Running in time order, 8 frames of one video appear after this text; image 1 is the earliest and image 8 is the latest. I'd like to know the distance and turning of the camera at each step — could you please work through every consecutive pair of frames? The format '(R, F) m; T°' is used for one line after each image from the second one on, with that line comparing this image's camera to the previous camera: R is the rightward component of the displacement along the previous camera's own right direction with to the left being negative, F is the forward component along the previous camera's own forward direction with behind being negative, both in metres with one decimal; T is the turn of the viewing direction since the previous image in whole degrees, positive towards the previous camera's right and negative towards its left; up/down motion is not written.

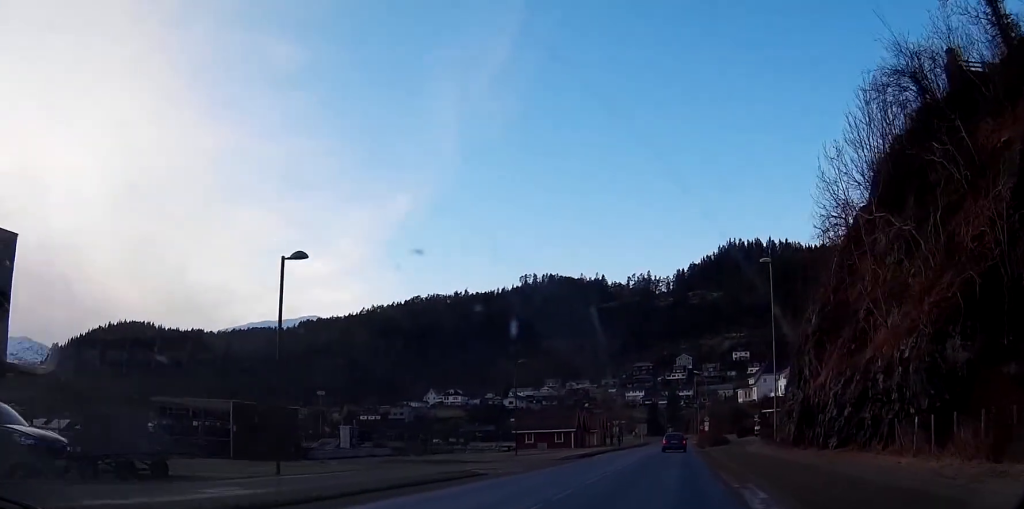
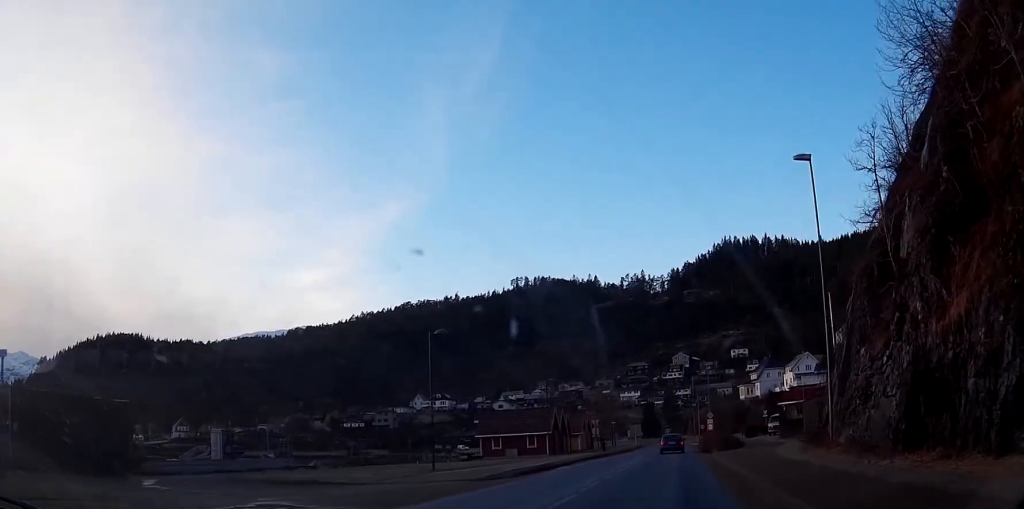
(+0.1, +17.1) m; +1°
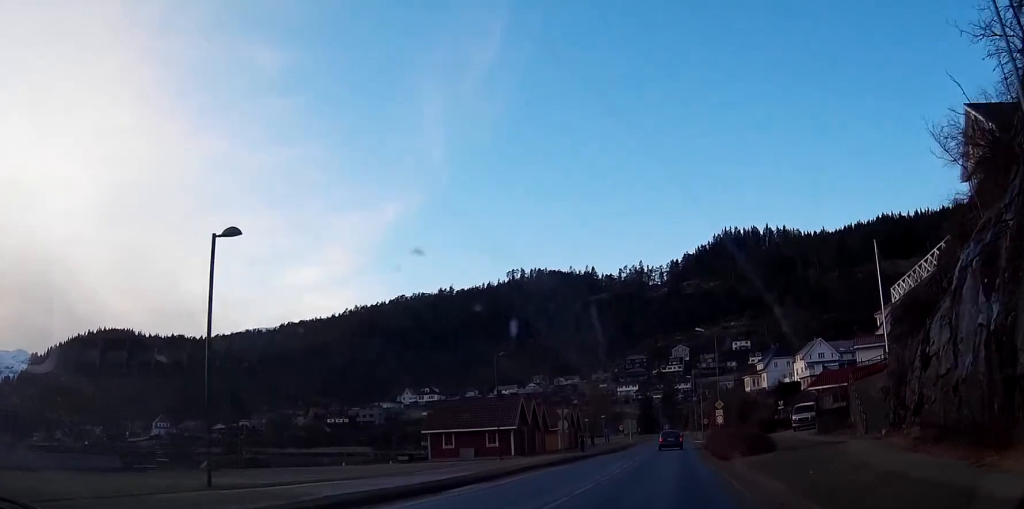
(+0.1, +17.5) m; 0°
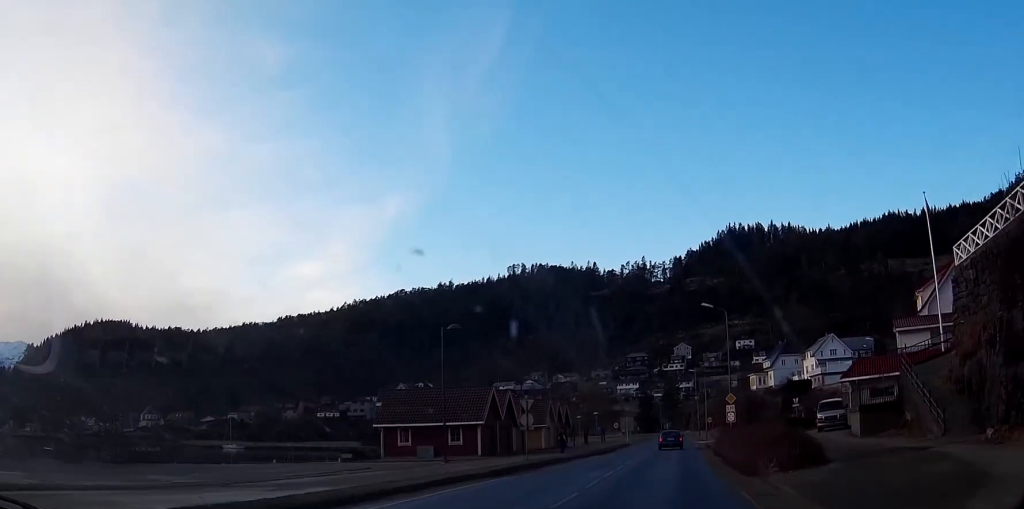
(-0.1, +11.1) m; 0°
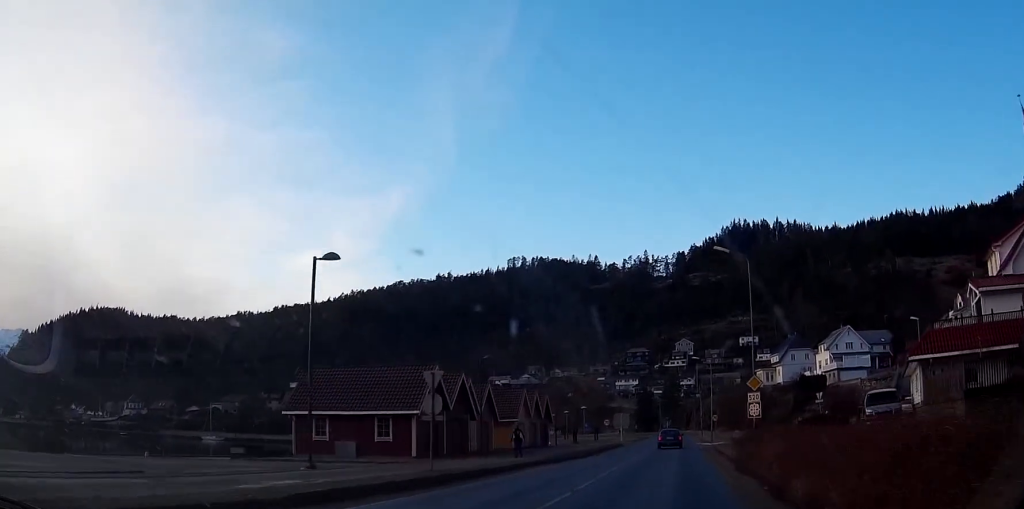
(0.0, +13.6) m; 0°
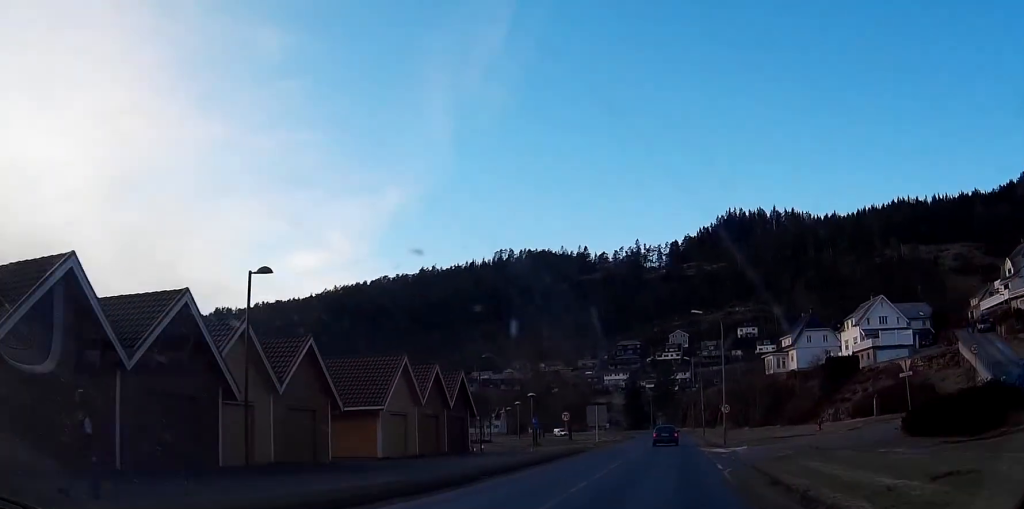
(0.0, +28.3) m; 0°
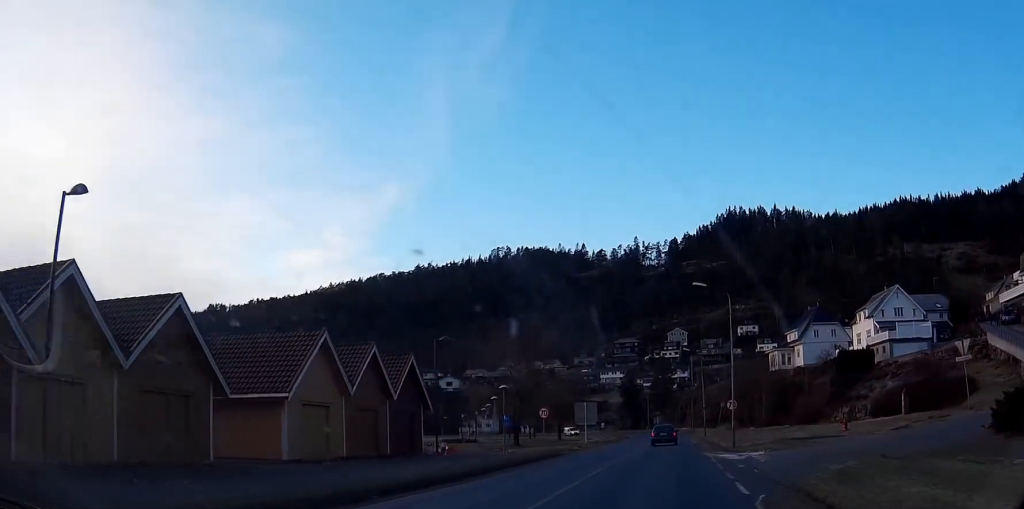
(0.0, +9.1) m; 0°
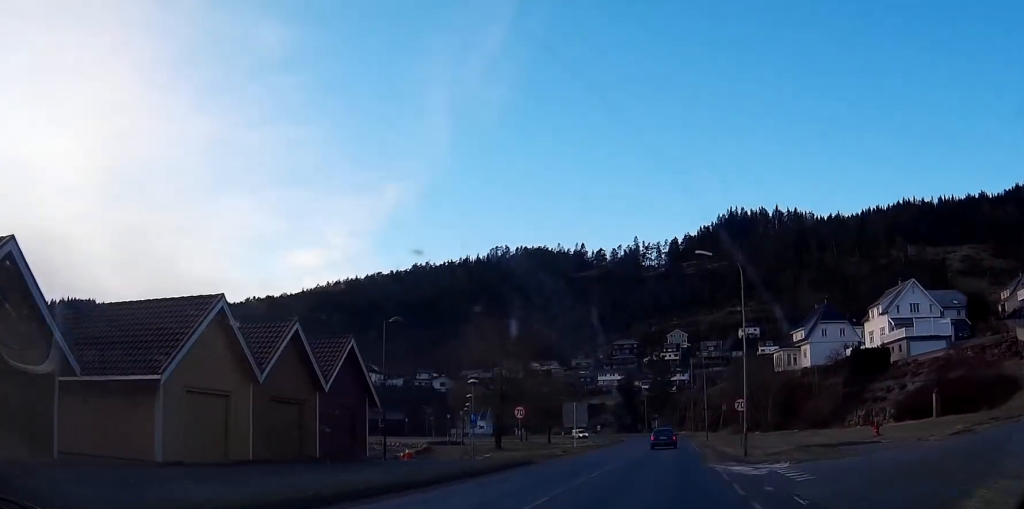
(-0.1, +7.5) m; 0°
